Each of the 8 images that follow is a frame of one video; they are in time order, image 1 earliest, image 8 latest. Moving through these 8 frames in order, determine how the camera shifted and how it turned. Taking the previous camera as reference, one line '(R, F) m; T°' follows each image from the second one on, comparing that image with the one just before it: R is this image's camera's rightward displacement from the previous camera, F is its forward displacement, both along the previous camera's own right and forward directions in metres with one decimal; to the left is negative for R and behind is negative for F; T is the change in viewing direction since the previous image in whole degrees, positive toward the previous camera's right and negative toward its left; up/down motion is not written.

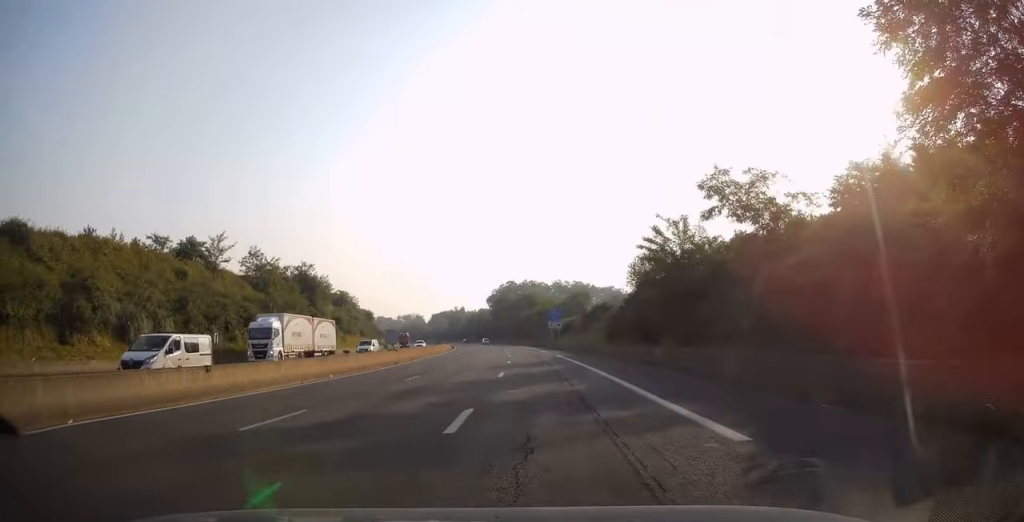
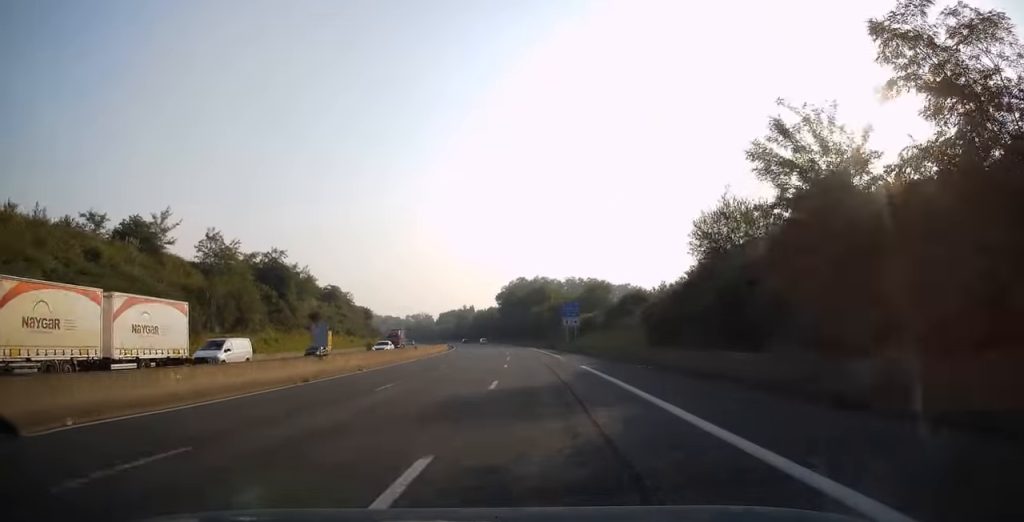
(-0.3, +17.6) m; -1°
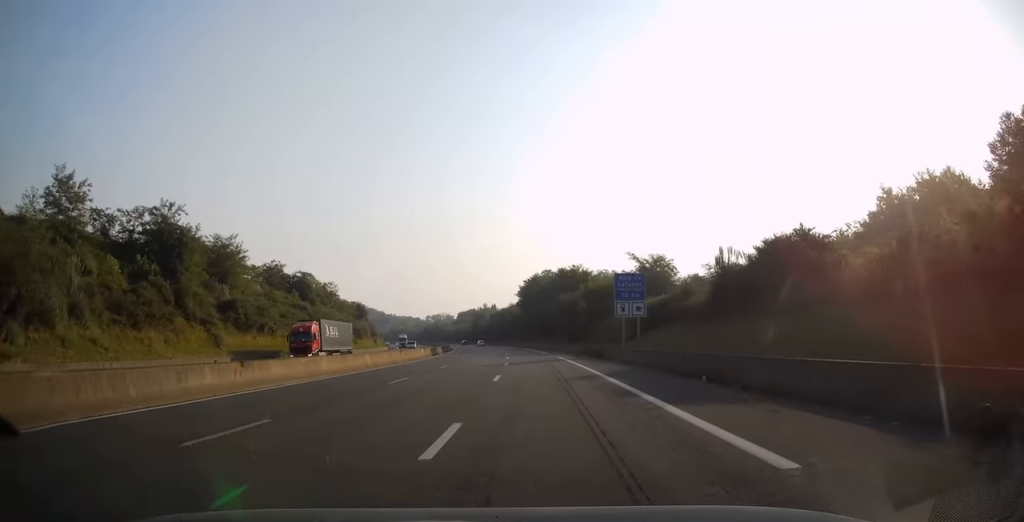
(-0.8, +36.2) m; -3°
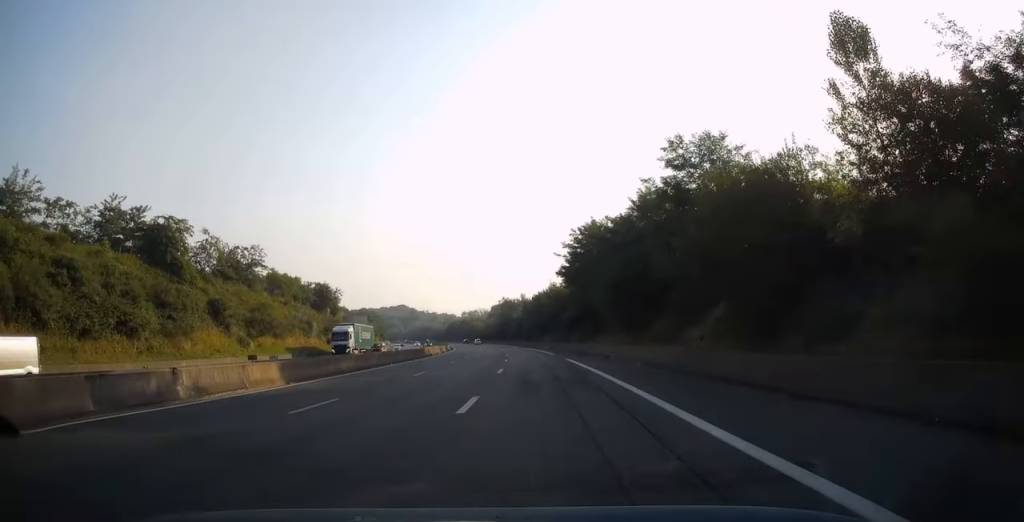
(-1.8, +60.6) m; -4°
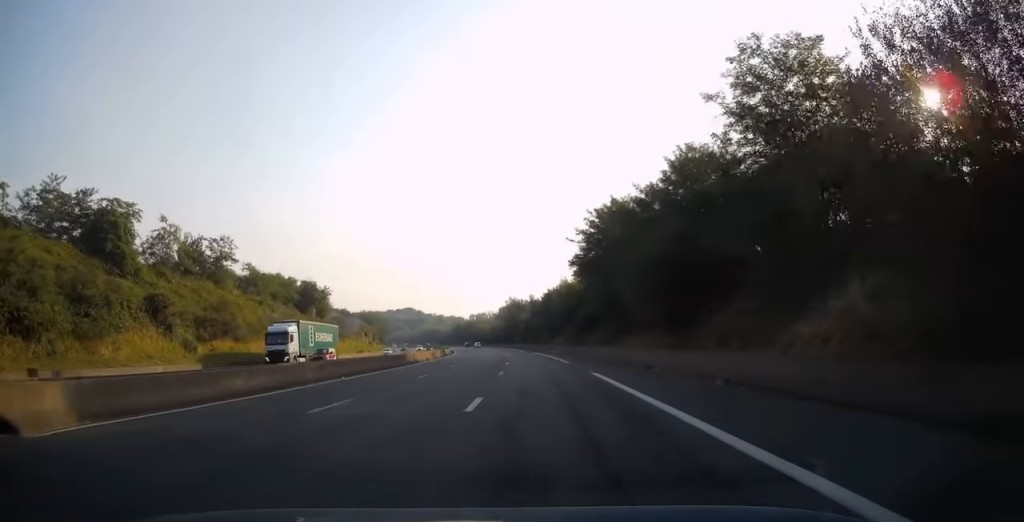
(-0.3, +12.2) m; -1°
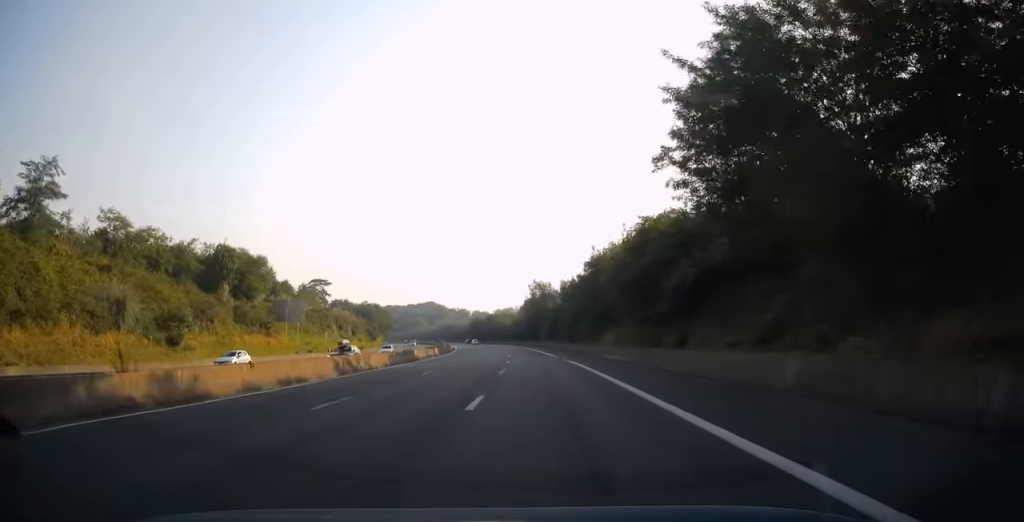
(-0.9, +38.9) m; -3°
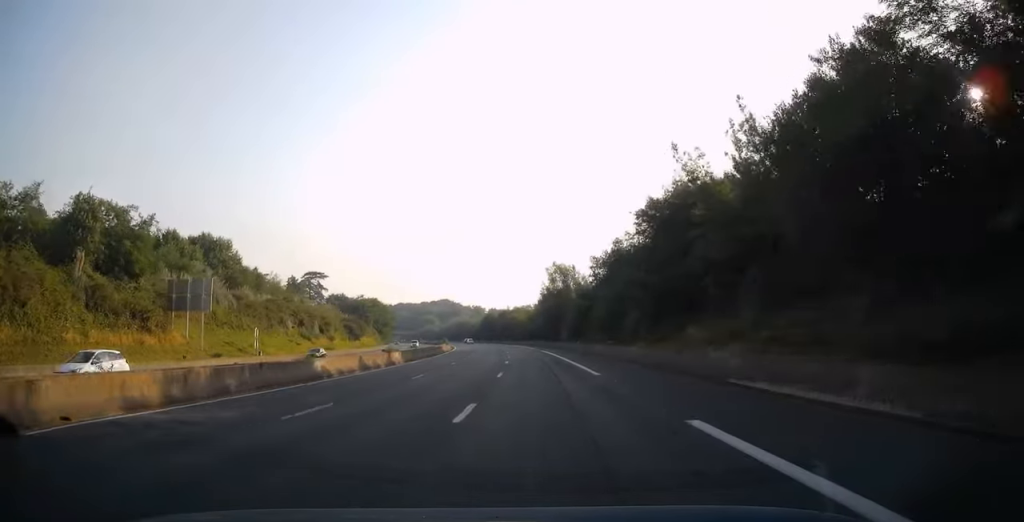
(-0.5, +27.3) m; -2°
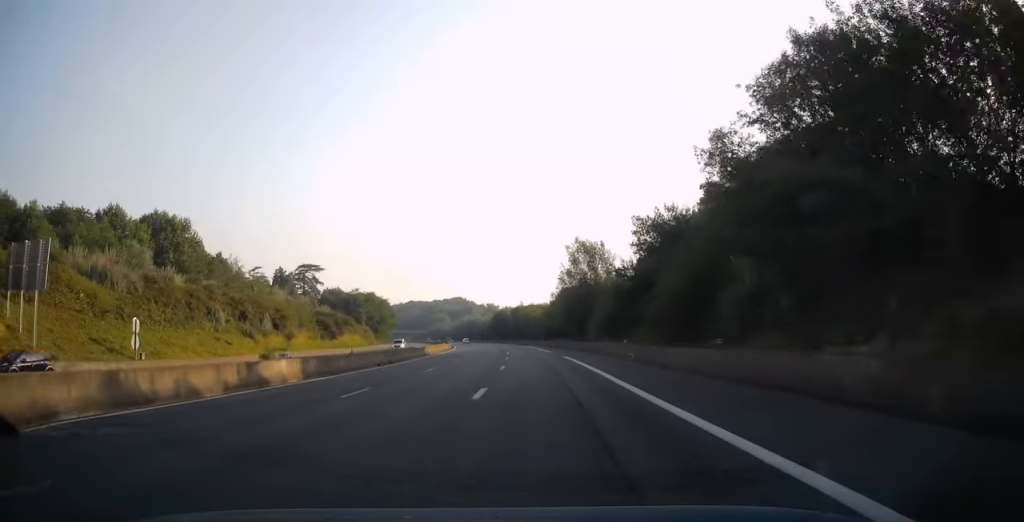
(-0.3, +22.5) m; -2°
